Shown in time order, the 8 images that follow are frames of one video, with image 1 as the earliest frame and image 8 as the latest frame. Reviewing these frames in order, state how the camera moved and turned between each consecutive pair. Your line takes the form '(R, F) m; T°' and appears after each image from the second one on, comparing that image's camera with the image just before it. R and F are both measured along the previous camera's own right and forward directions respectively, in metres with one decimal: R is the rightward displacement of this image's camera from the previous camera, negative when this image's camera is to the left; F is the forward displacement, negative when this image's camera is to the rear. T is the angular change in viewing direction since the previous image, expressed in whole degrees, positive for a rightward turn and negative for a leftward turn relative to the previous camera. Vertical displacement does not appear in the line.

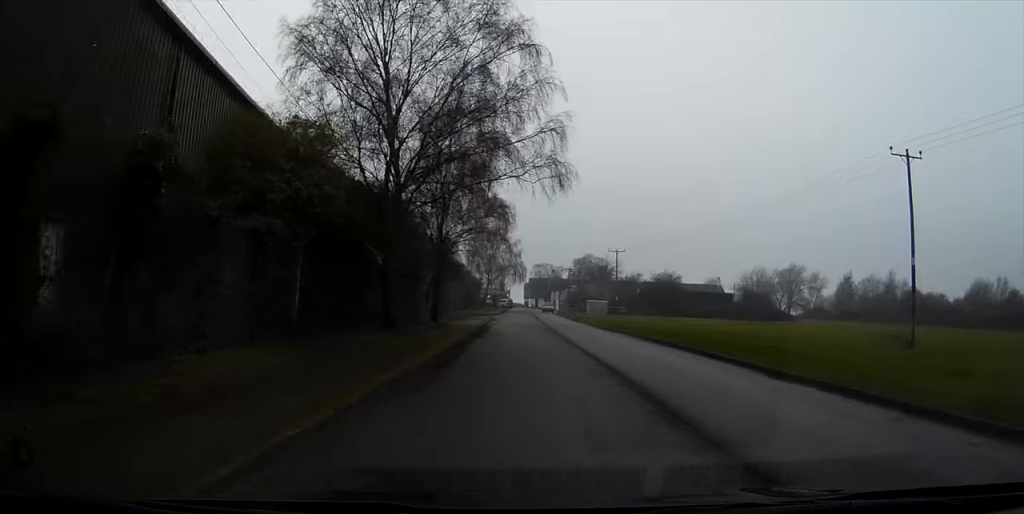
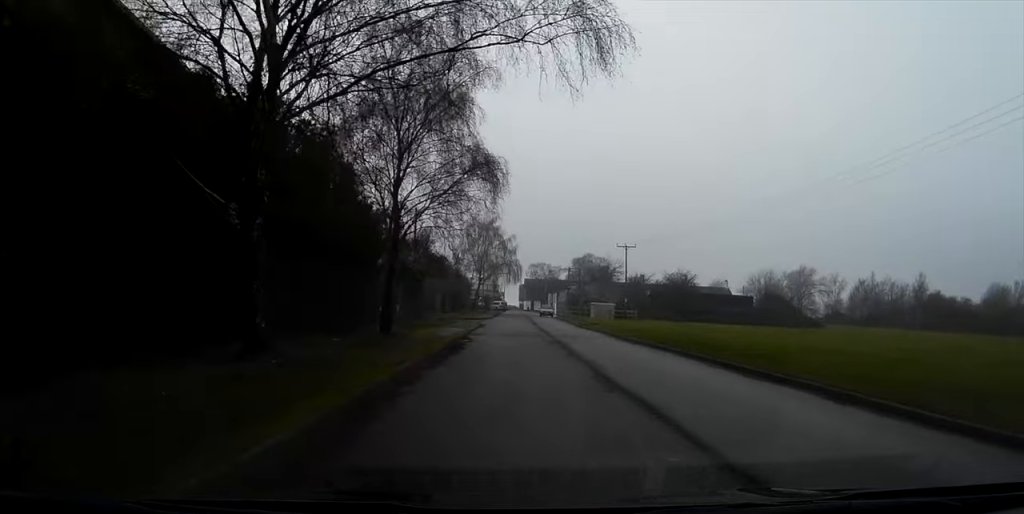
(-0.2, +13.8) m; 0°
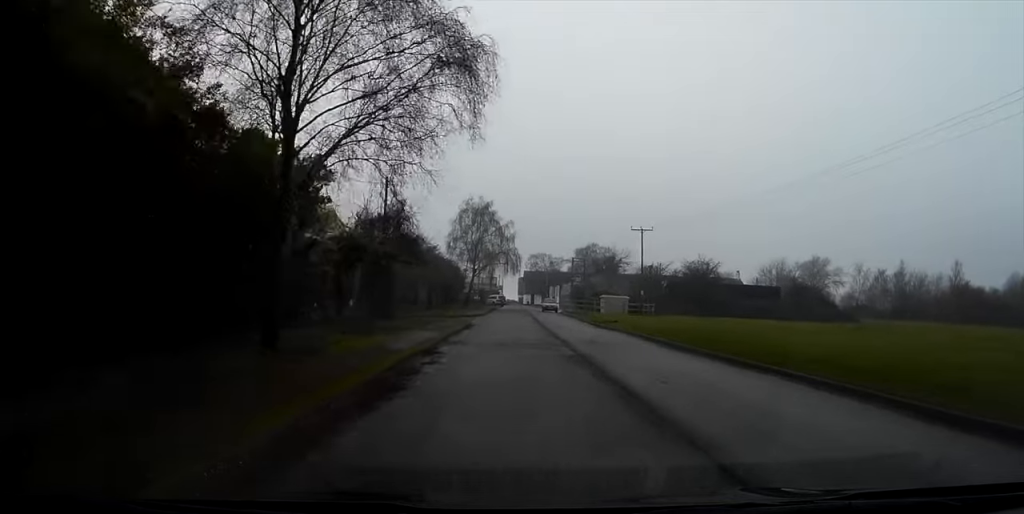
(+0.3, +12.1) m; +2°
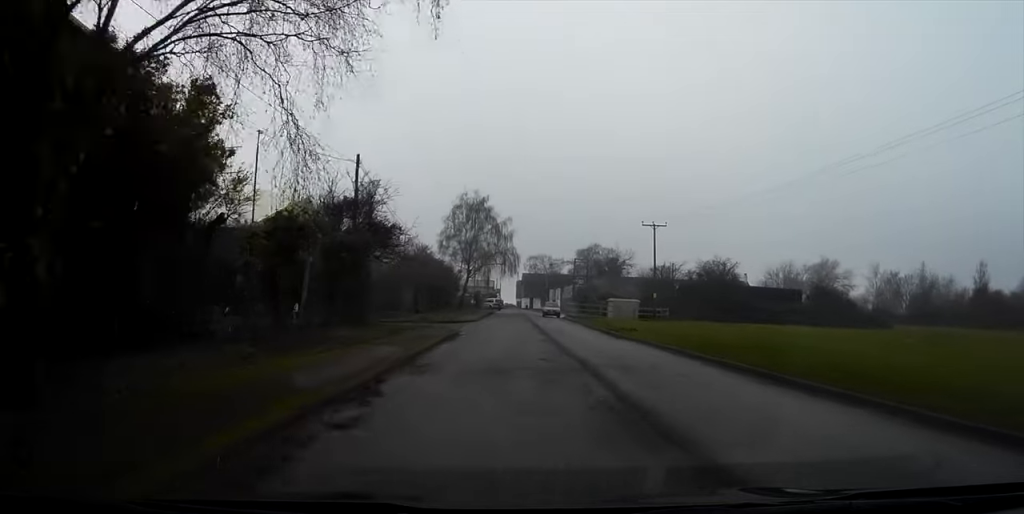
(+0.1, +5.9) m; +1°
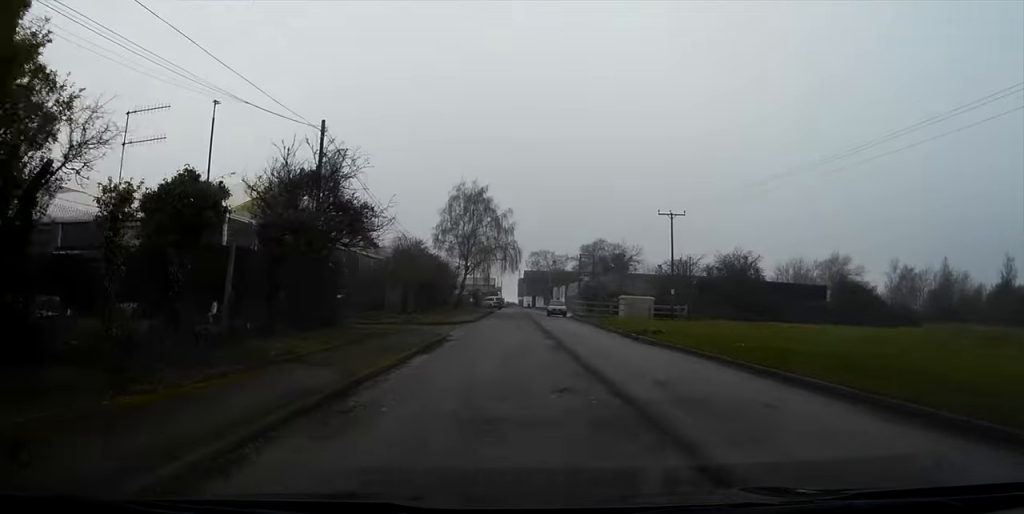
(0.0, +5.6) m; 0°
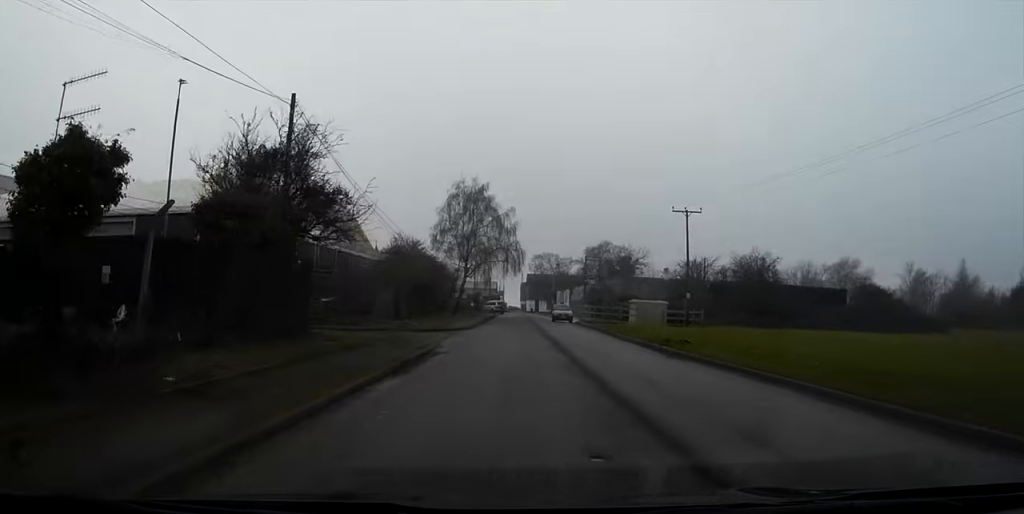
(0.0, +4.2) m; 0°
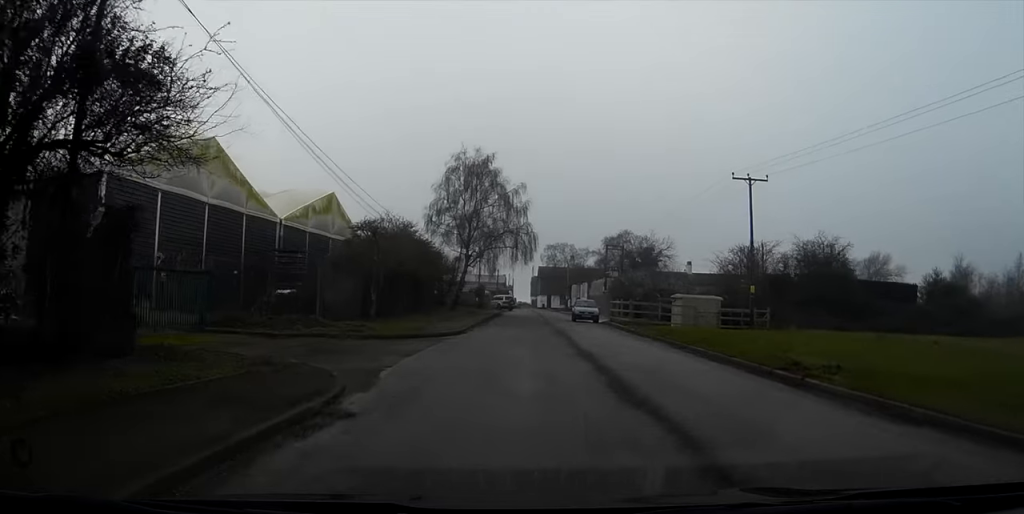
(0.0, +14.9) m; -1°
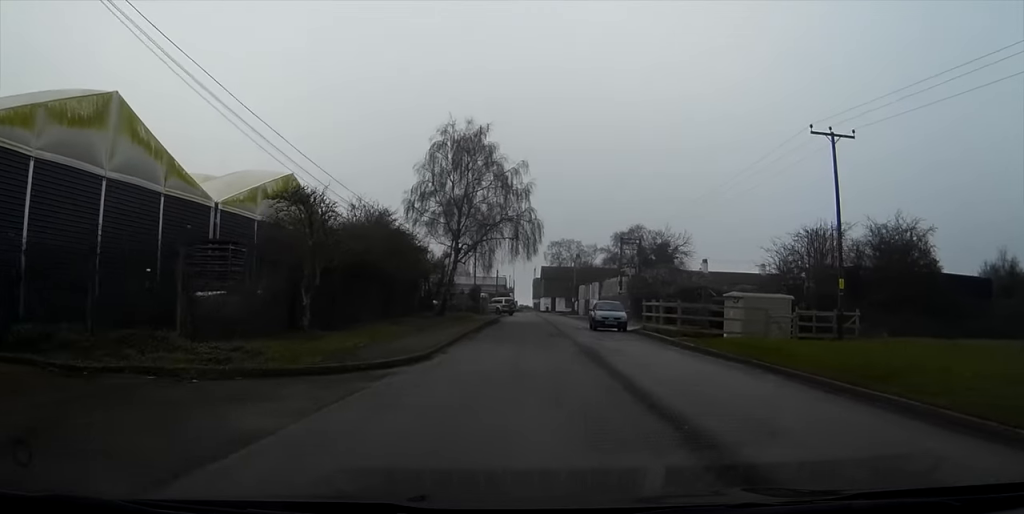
(-0.1, +11.3) m; 0°
